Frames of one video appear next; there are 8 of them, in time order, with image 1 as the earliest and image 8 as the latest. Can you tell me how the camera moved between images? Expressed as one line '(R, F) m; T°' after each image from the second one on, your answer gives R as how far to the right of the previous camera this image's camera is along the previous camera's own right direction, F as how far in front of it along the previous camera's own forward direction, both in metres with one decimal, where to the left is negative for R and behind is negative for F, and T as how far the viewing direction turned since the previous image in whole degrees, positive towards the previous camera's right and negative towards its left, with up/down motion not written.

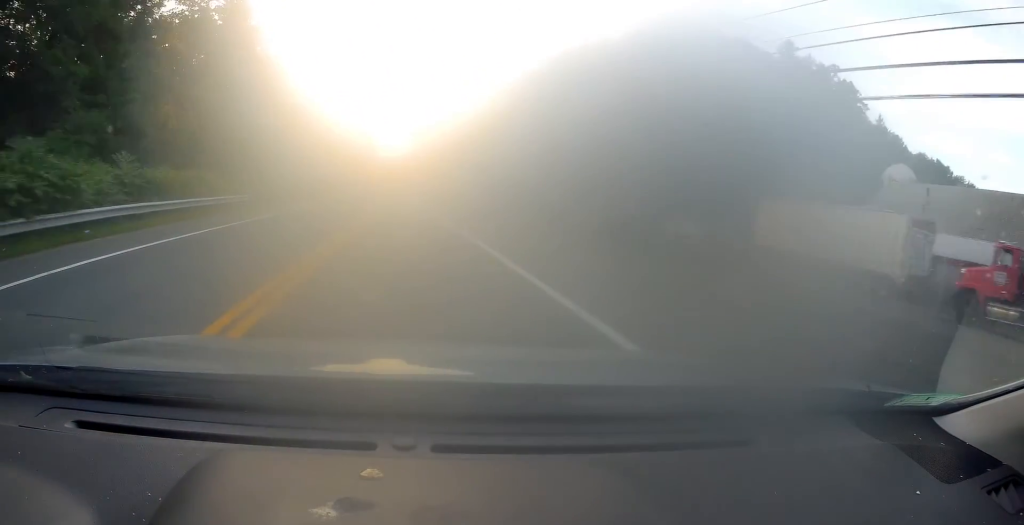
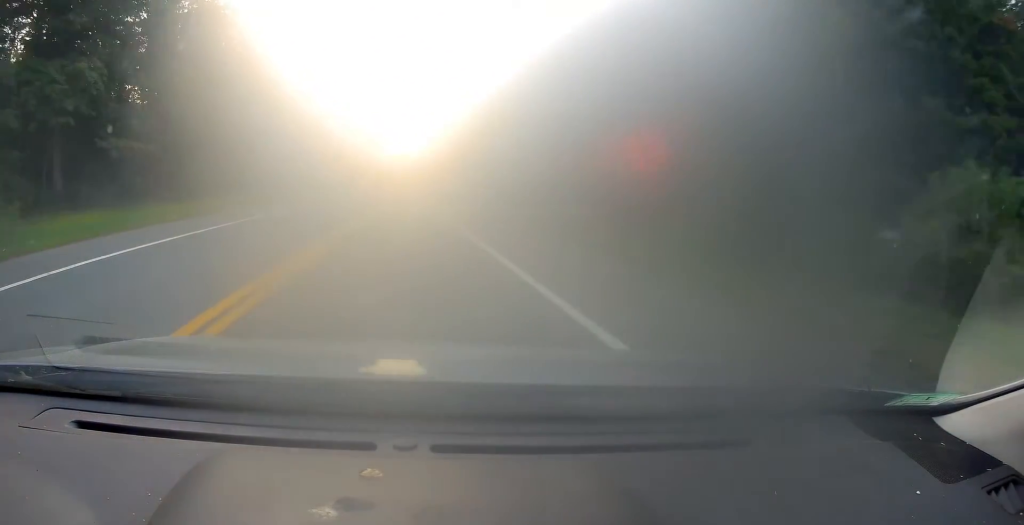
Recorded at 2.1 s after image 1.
(-0.1, +45.2) m; 0°
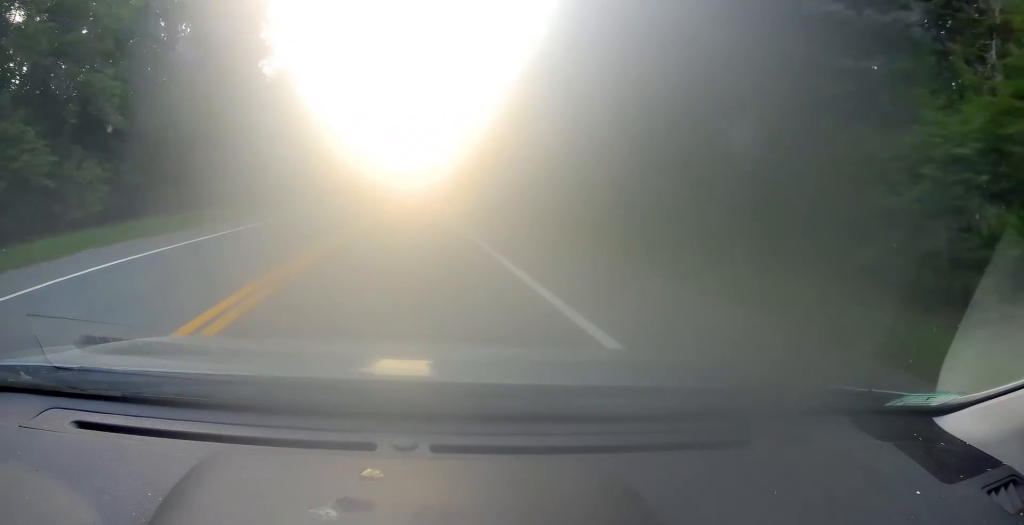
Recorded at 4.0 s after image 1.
(-0.5, +41.7) m; -1°
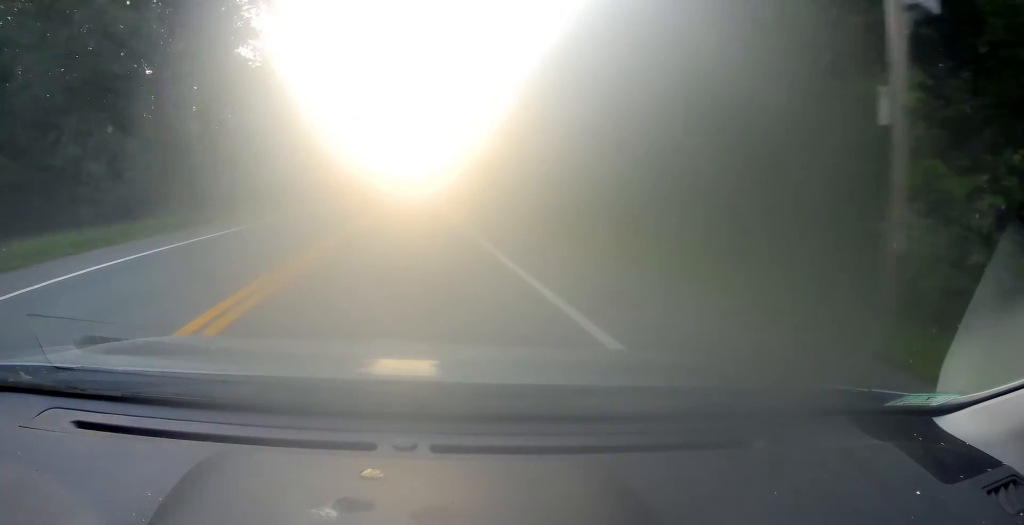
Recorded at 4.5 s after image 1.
(0.0, +12.5) m; 0°
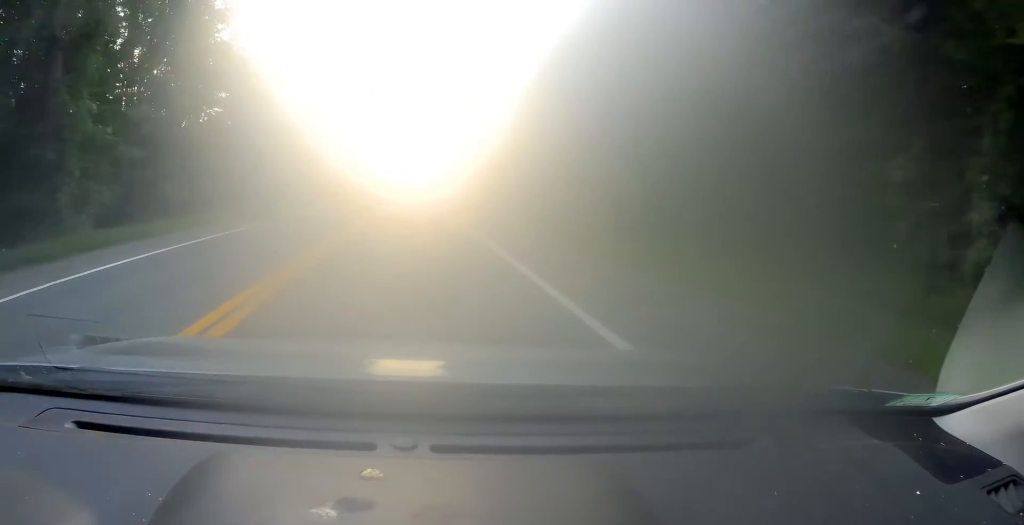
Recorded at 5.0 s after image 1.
(0.0, +9.5) m; 0°
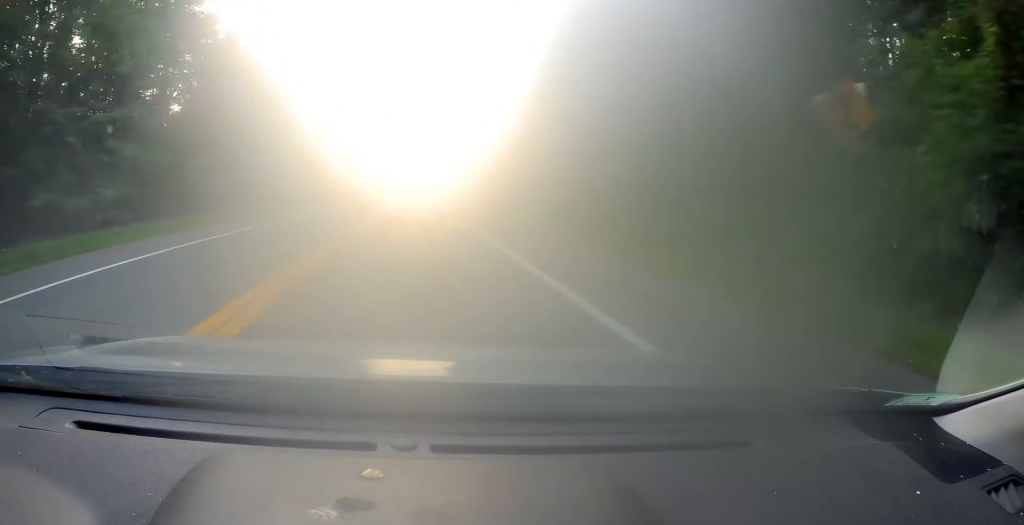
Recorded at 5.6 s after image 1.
(0.0, +14.5) m; 0°
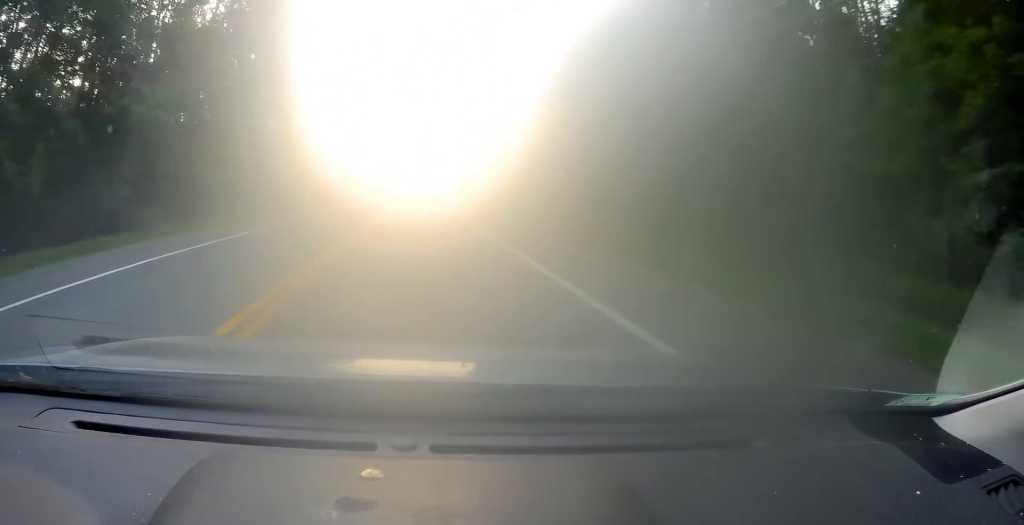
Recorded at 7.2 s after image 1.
(-0.2, +32.6) m; -1°
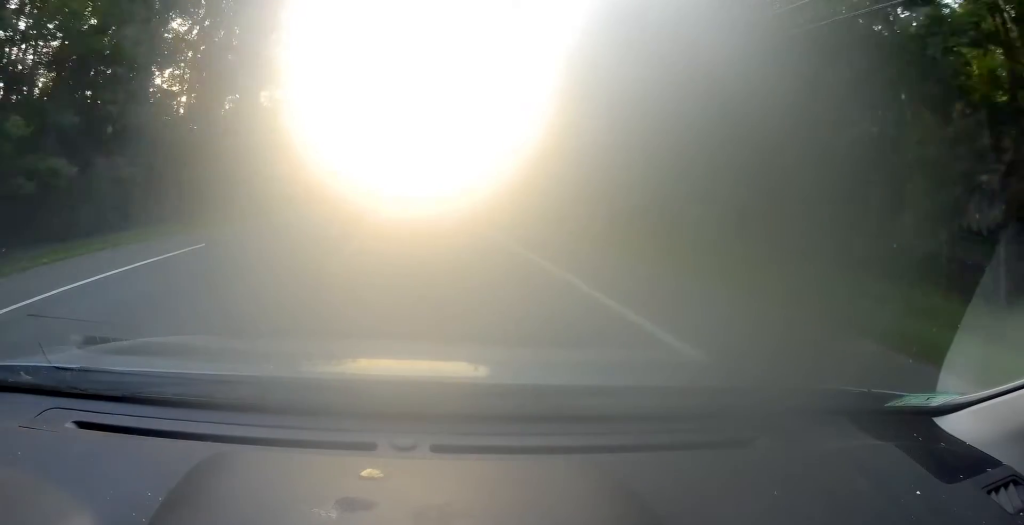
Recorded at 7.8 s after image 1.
(-0.1, +12.1) m; 0°
